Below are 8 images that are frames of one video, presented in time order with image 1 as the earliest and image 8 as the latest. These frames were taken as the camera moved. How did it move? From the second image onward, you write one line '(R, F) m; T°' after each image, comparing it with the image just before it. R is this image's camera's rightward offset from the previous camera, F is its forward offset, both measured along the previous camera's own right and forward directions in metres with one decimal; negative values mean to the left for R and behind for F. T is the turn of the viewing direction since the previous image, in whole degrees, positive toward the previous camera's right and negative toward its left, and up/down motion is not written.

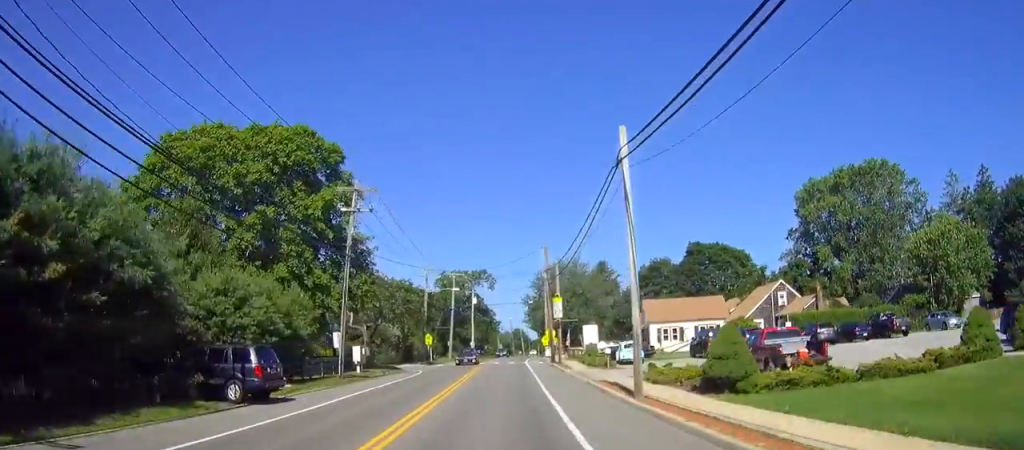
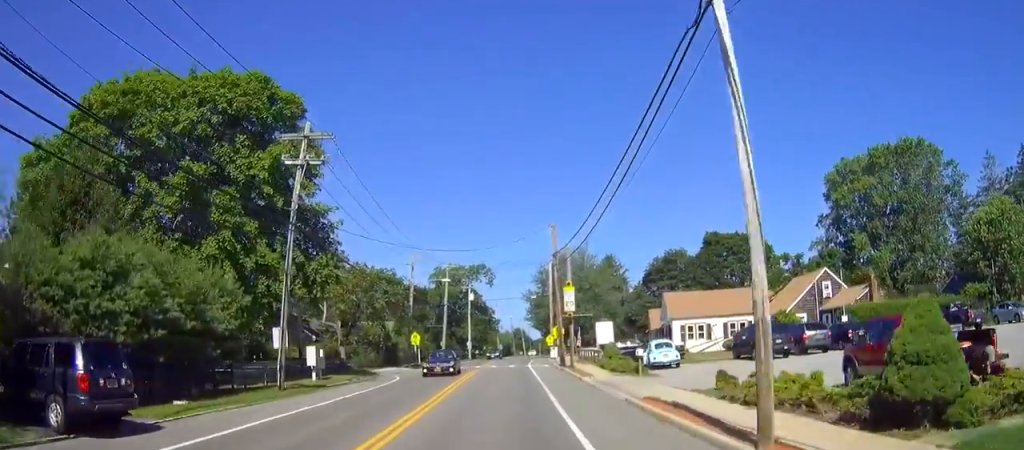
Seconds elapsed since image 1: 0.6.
(0.0, +9.6) m; +1°
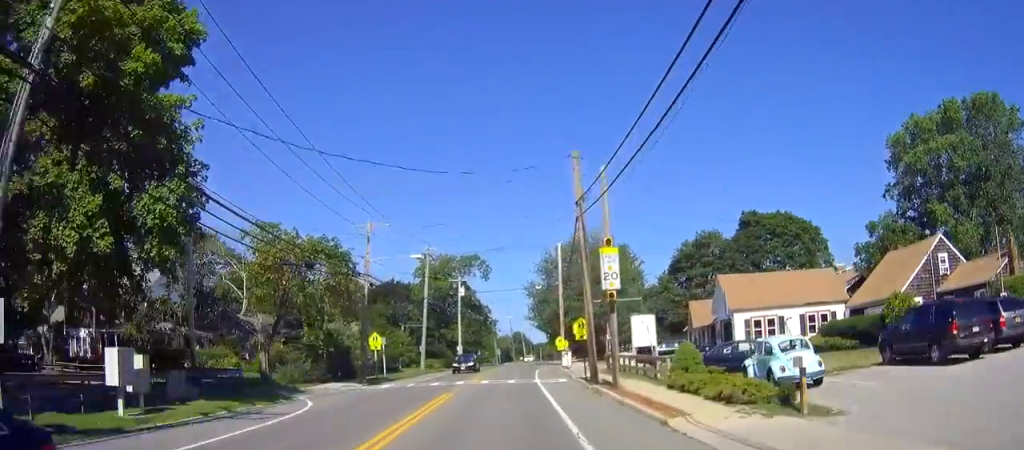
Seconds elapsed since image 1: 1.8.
(+0.3, +16.9) m; +2°
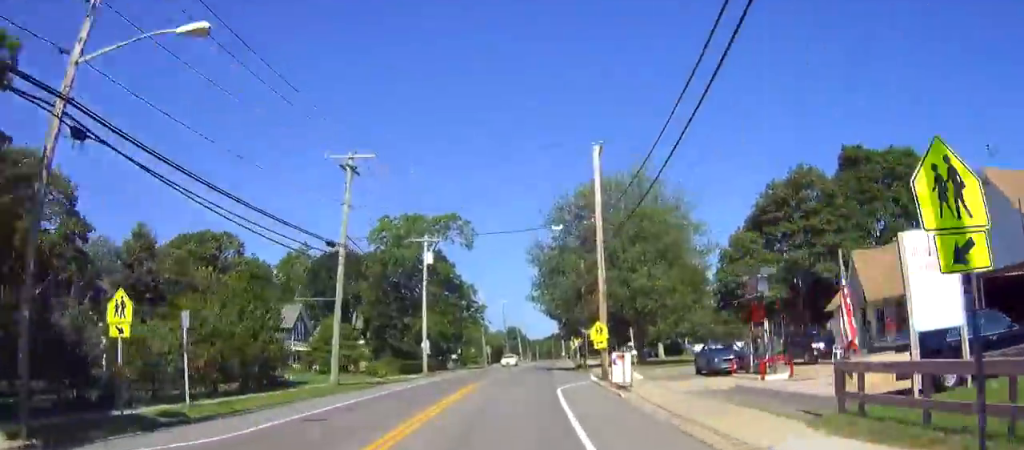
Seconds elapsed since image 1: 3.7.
(+0.5, +28.2) m; +1°
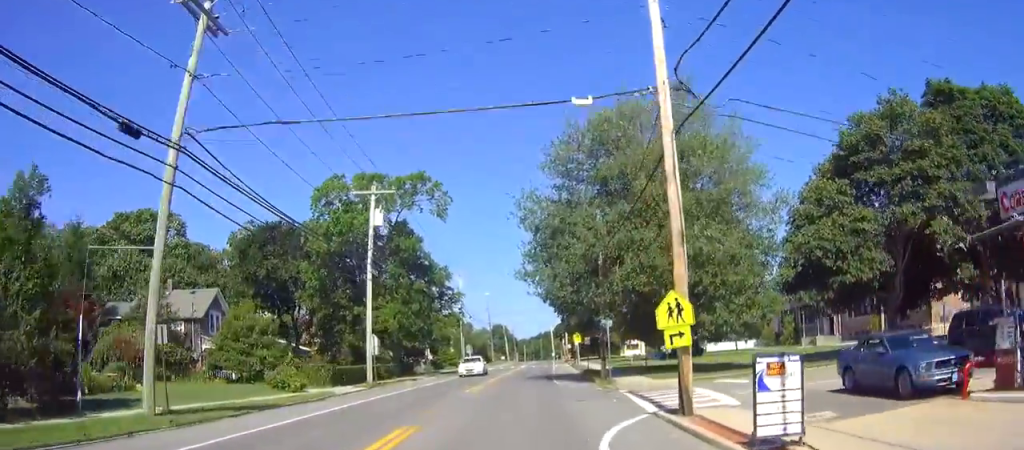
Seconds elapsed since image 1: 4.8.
(0.0, +15.8) m; 0°
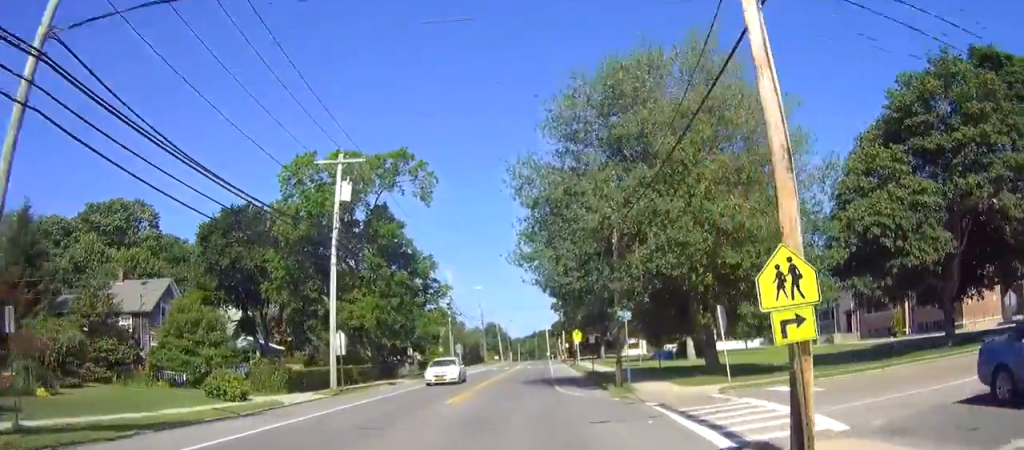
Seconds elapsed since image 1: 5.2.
(0.0, +6.2) m; 0°
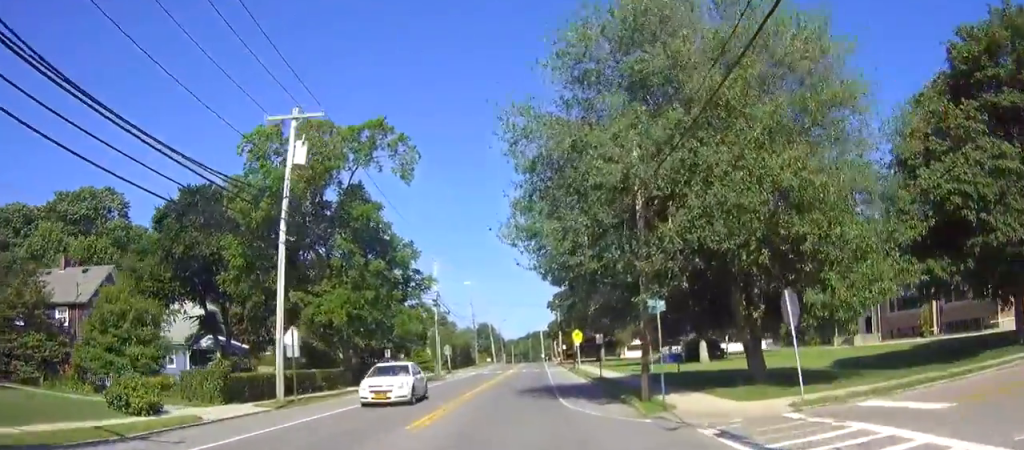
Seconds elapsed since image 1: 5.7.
(0.0, +6.2) m; 0°
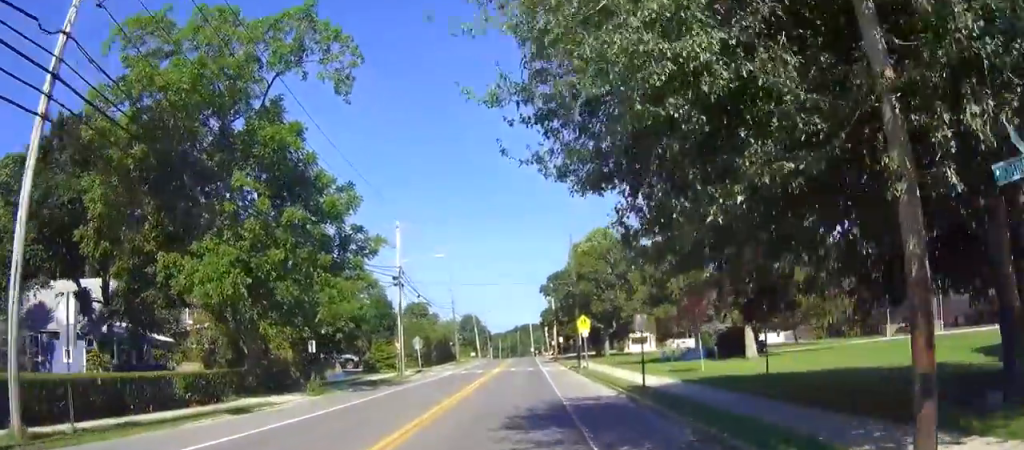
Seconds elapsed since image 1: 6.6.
(+0.1, +13.8) m; +1°
